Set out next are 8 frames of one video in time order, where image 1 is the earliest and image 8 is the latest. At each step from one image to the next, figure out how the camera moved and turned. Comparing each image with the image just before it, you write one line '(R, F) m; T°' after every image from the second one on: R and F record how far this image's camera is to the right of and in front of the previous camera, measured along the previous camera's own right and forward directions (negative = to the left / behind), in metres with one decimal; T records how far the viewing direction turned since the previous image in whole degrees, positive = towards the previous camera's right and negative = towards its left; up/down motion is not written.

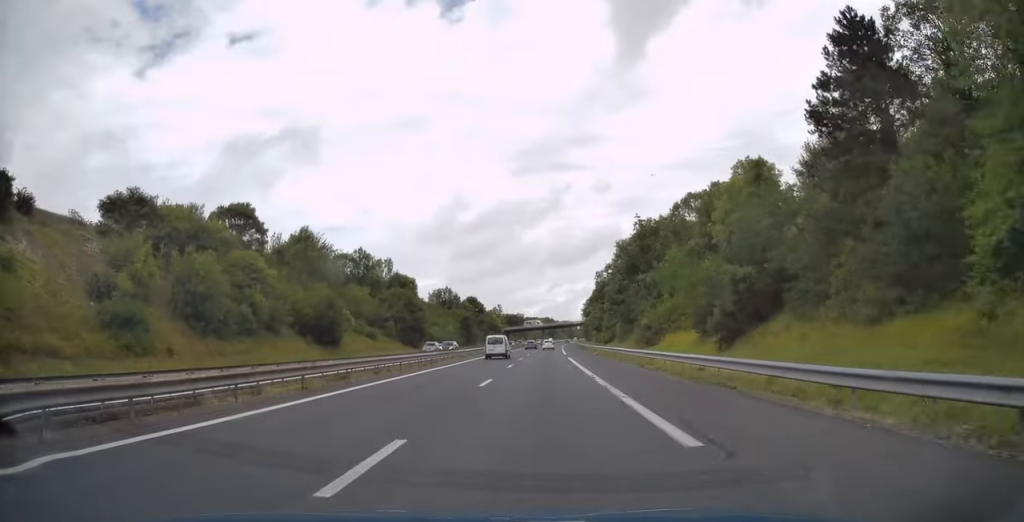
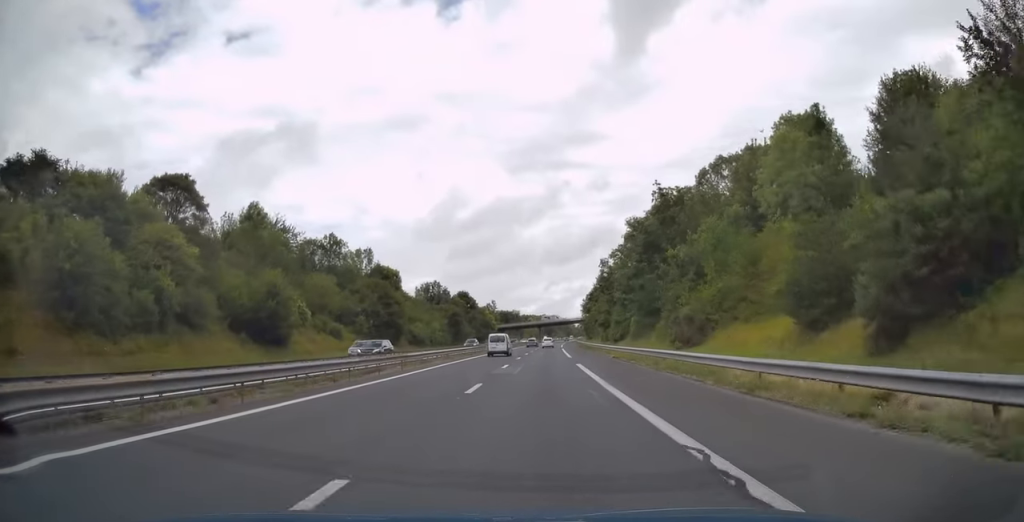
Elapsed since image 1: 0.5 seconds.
(-0.1, +15.5) m; 0°
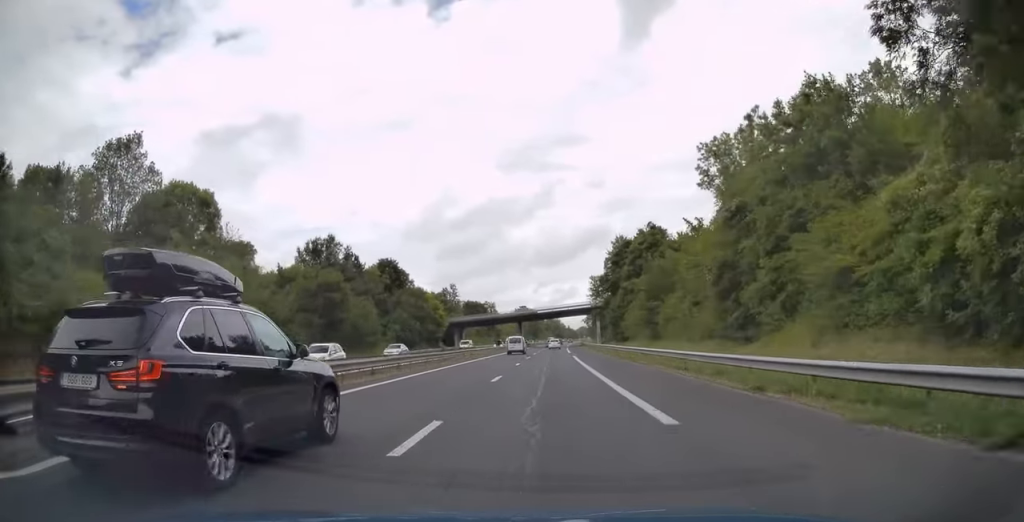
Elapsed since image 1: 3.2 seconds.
(+1.1, +86.5) m; +2°
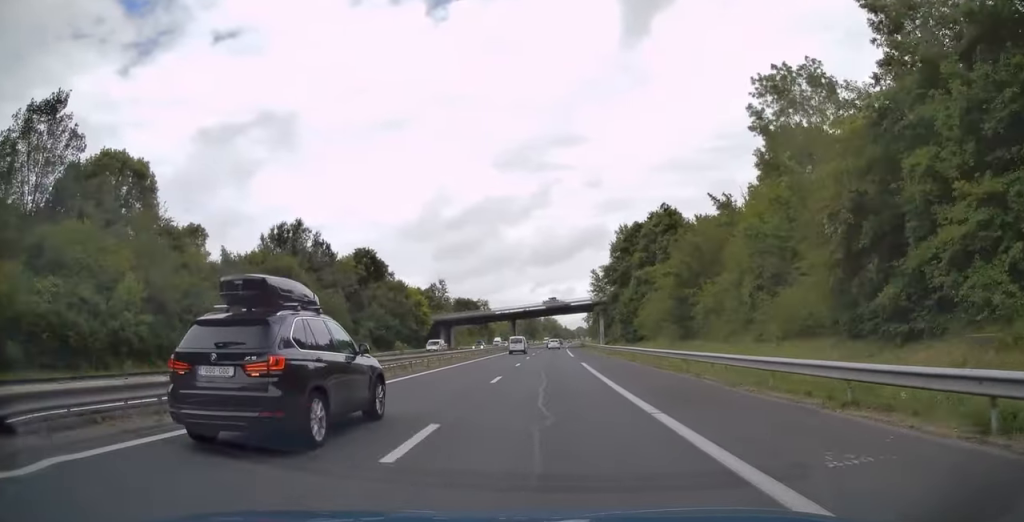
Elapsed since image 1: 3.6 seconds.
(0.0, +13.4) m; 0°
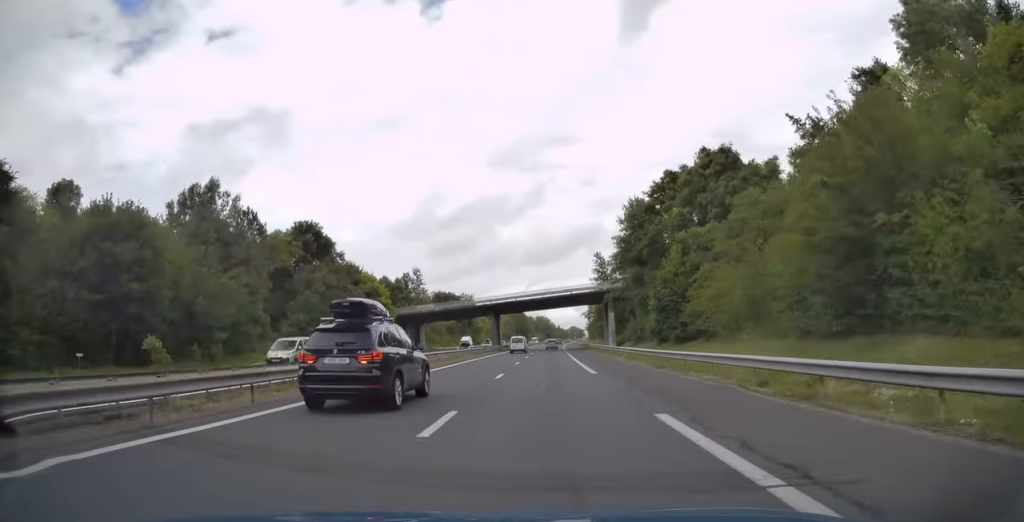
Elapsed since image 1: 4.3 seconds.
(+0.1, +24.1) m; +1°
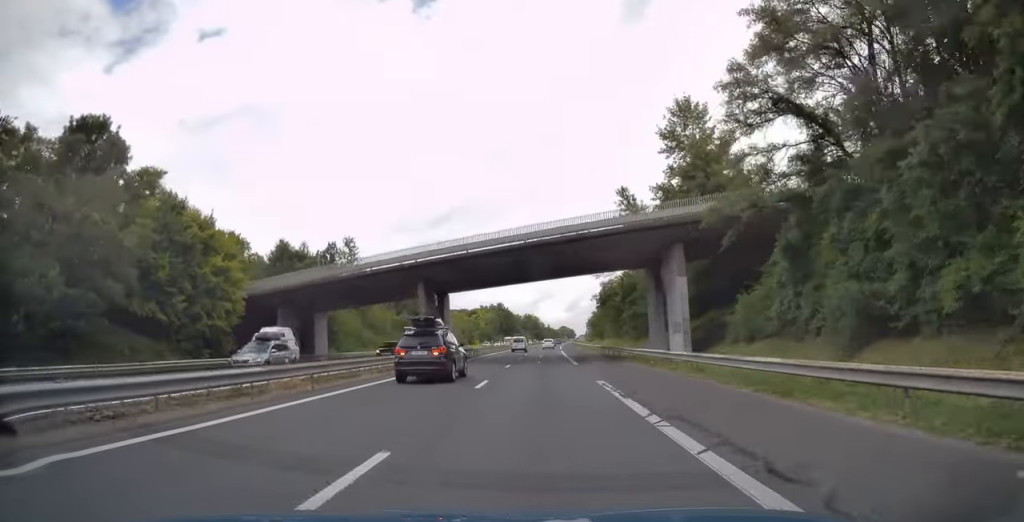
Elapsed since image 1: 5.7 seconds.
(+0.4, +43.4) m; +1°
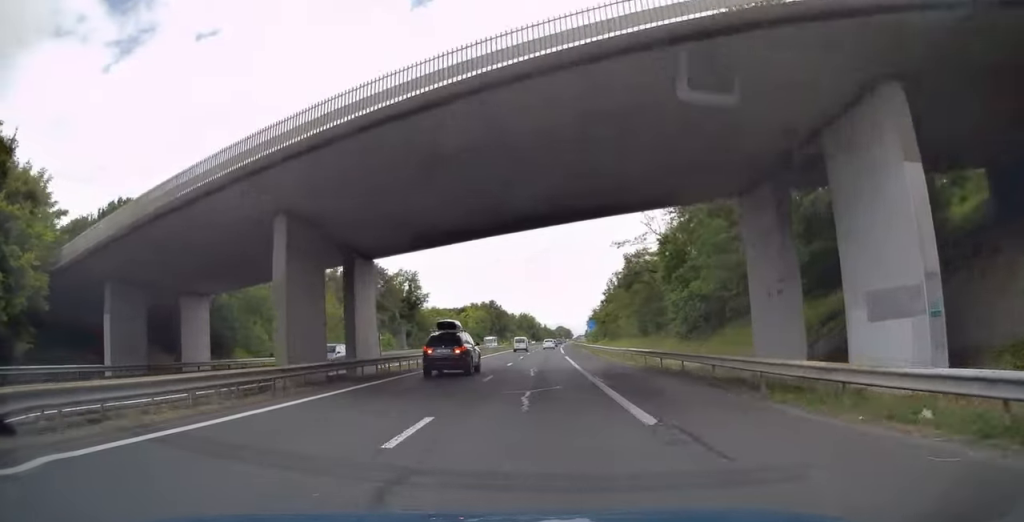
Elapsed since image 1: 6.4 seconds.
(+0.1, +22.5) m; +1°
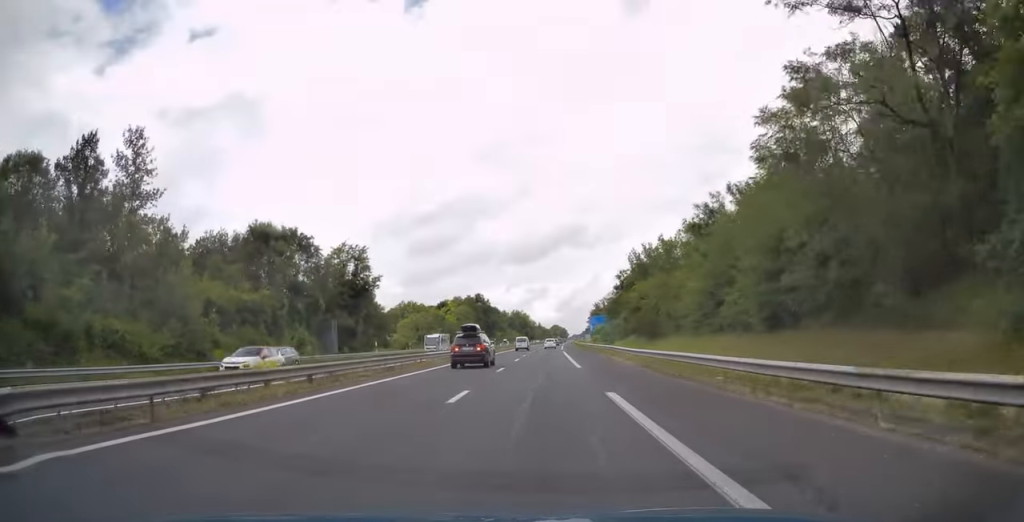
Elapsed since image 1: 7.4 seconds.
(+0.2, +33.4) m; +1°
